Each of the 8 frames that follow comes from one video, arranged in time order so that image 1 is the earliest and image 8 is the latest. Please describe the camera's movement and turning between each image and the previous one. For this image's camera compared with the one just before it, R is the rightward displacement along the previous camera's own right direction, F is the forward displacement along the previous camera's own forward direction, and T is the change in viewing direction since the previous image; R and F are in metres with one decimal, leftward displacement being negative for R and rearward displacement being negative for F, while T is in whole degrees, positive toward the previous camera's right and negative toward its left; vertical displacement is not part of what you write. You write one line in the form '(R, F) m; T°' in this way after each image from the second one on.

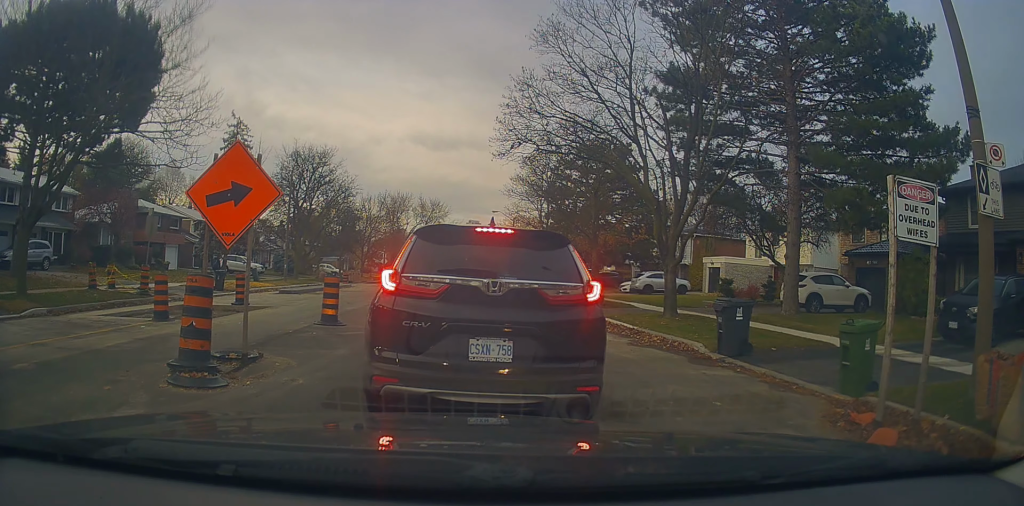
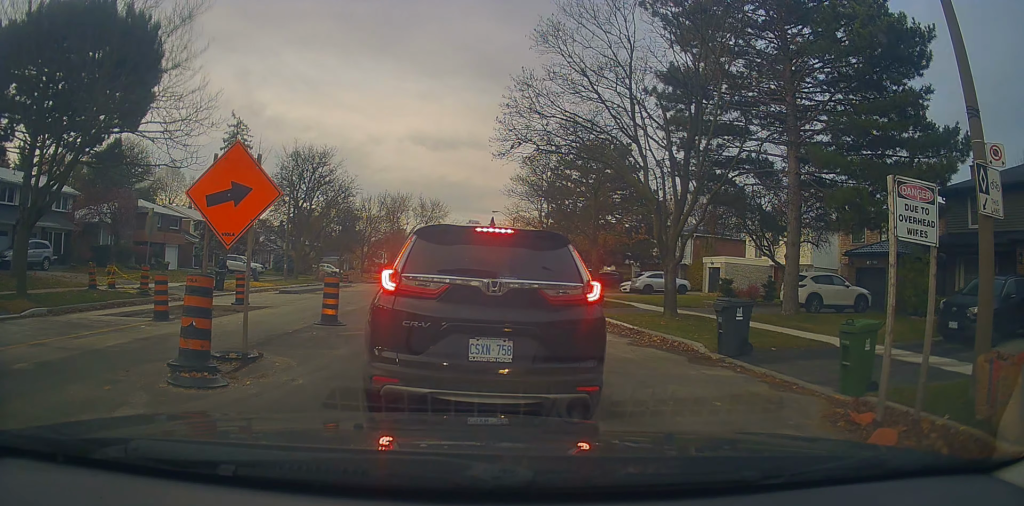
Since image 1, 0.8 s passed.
(0.0, 0.0) m; 0°
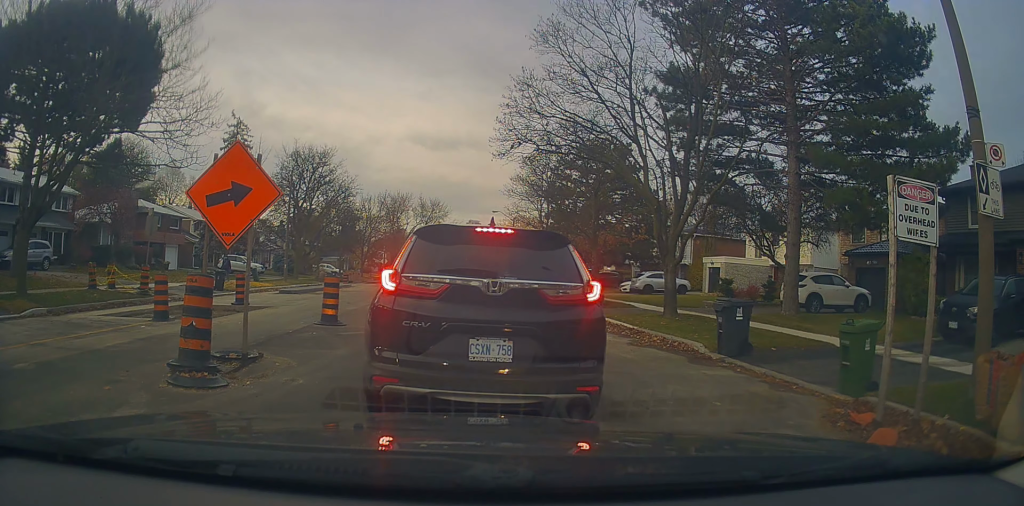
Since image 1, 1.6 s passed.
(0.0, 0.0) m; 0°
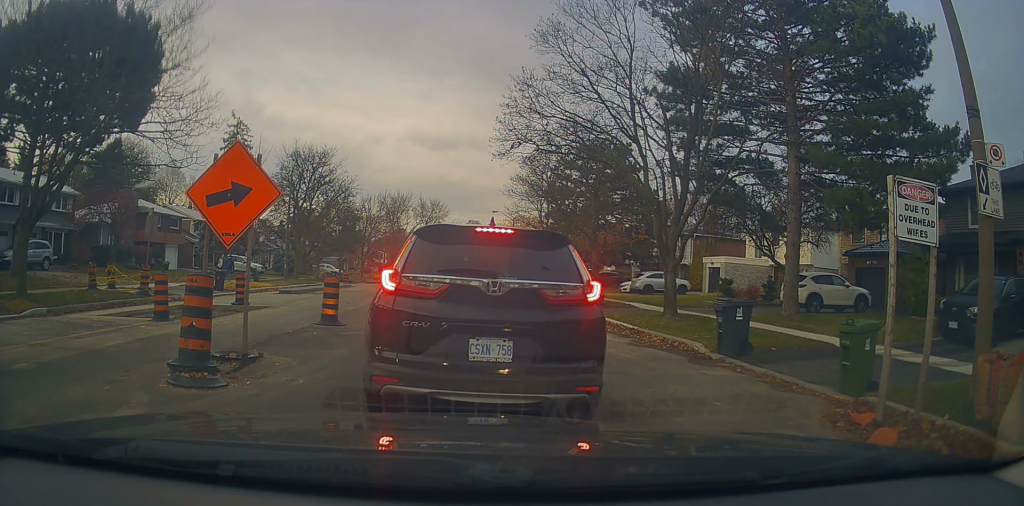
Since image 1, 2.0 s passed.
(0.0, 0.0) m; 0°
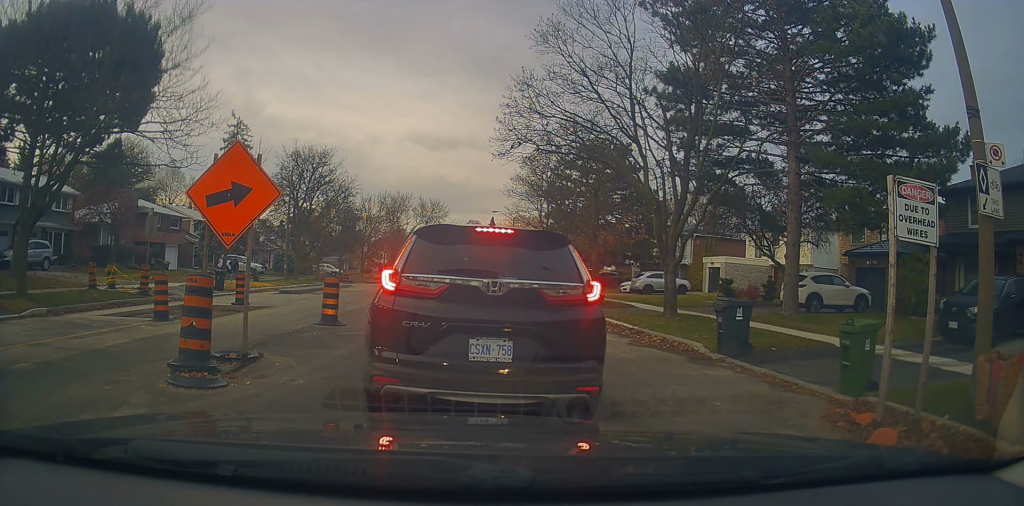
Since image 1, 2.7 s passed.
(0.0, 0.0) m; 0°
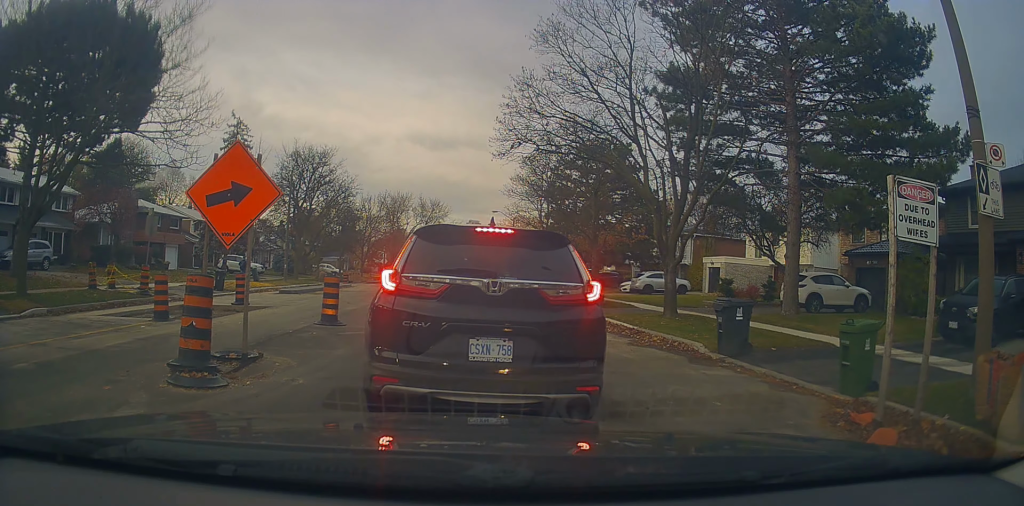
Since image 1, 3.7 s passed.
(0.0, 0.0) m; 0°
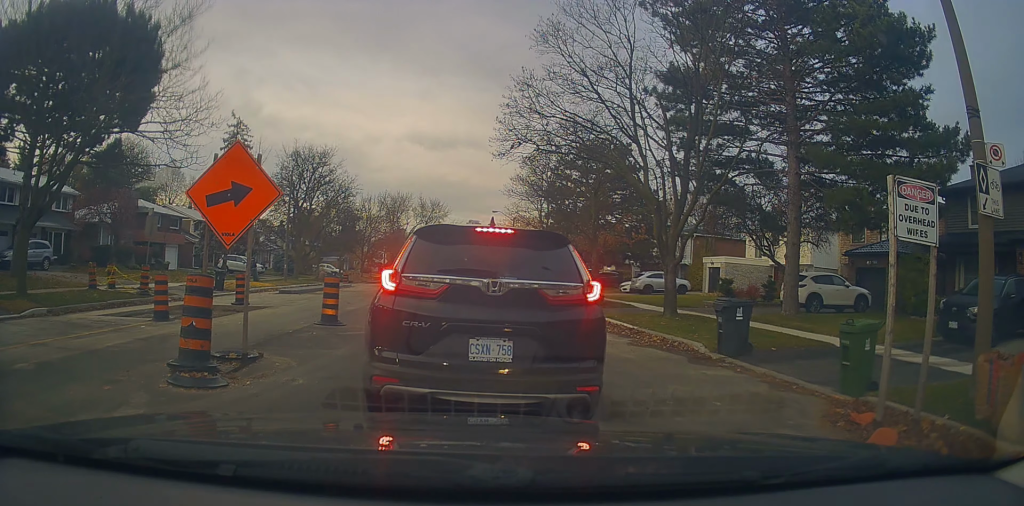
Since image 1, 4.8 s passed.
(0.0, 0.0) m; 0°
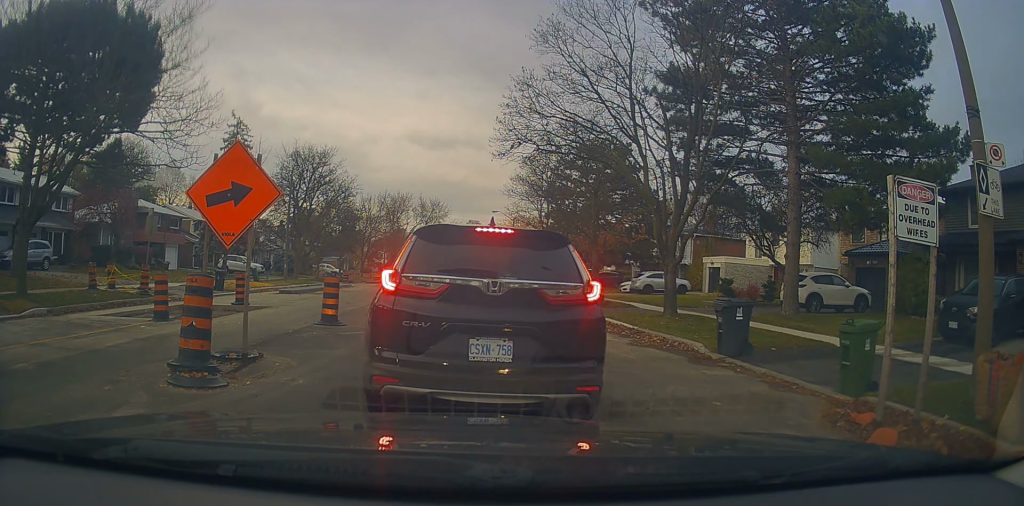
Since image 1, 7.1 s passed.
(0.0, 0.0) m; 0°
